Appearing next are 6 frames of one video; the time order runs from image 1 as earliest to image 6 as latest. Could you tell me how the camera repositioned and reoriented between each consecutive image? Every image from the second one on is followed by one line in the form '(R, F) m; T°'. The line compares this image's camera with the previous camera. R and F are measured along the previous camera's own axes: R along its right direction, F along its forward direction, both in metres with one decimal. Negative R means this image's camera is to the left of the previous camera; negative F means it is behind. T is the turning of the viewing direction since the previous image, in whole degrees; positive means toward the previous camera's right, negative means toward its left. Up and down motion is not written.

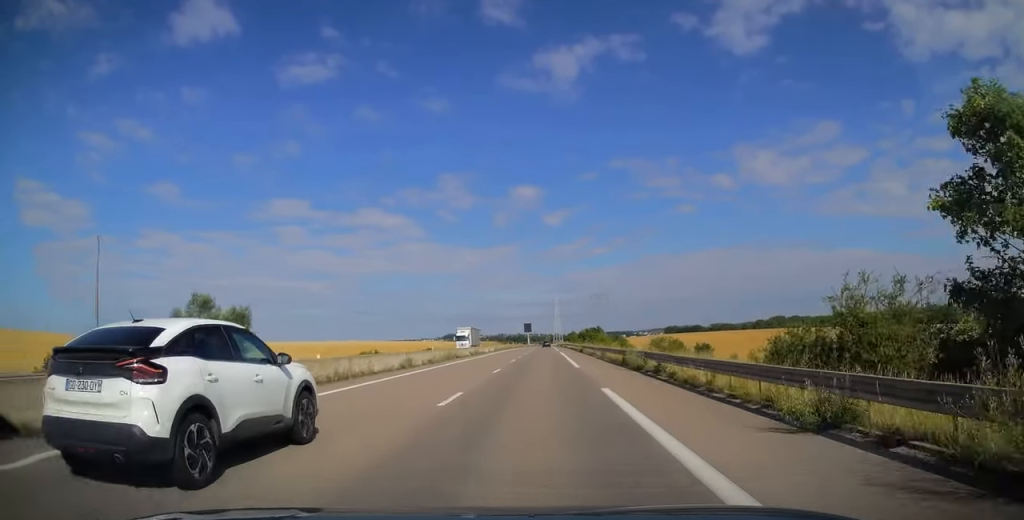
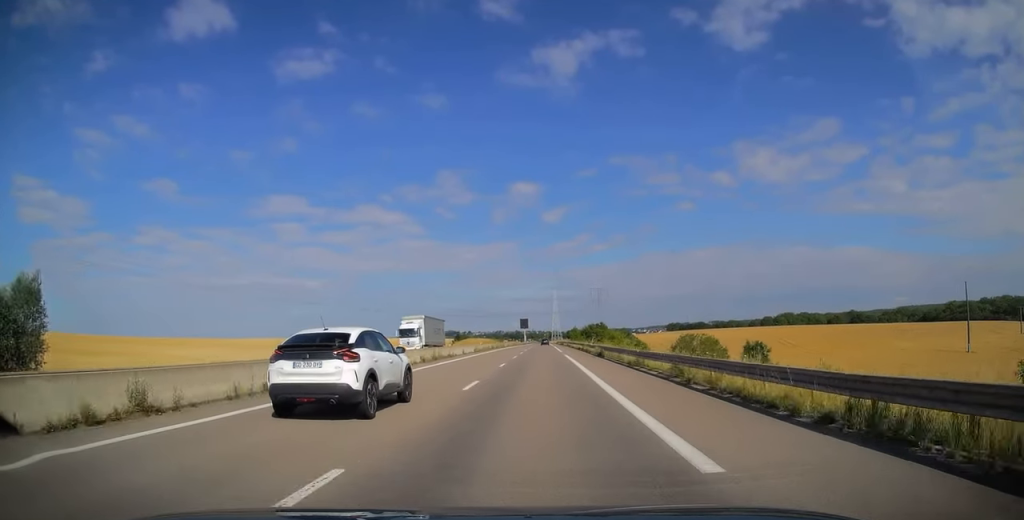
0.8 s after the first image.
(0.0, +22.2) m; 0°
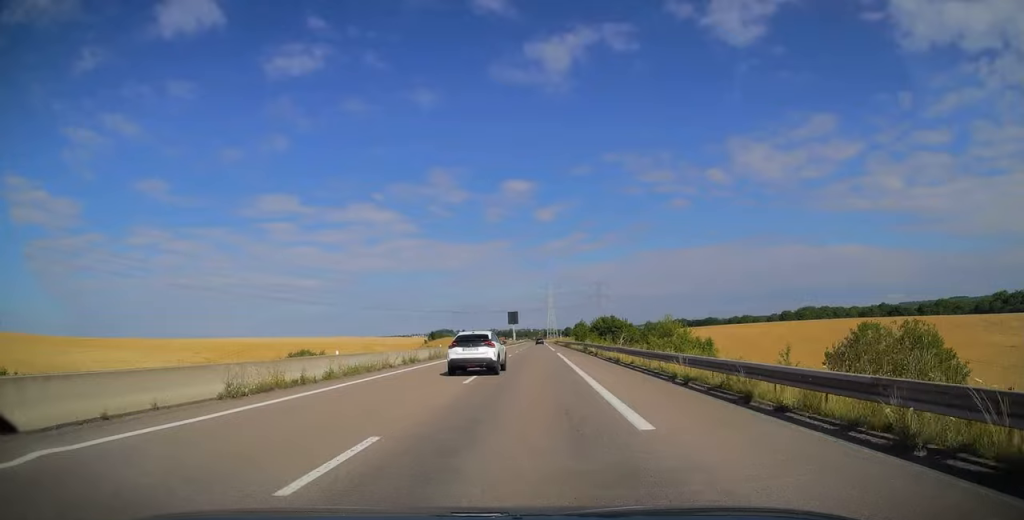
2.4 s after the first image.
(+0.6, +48.9) m; +1°
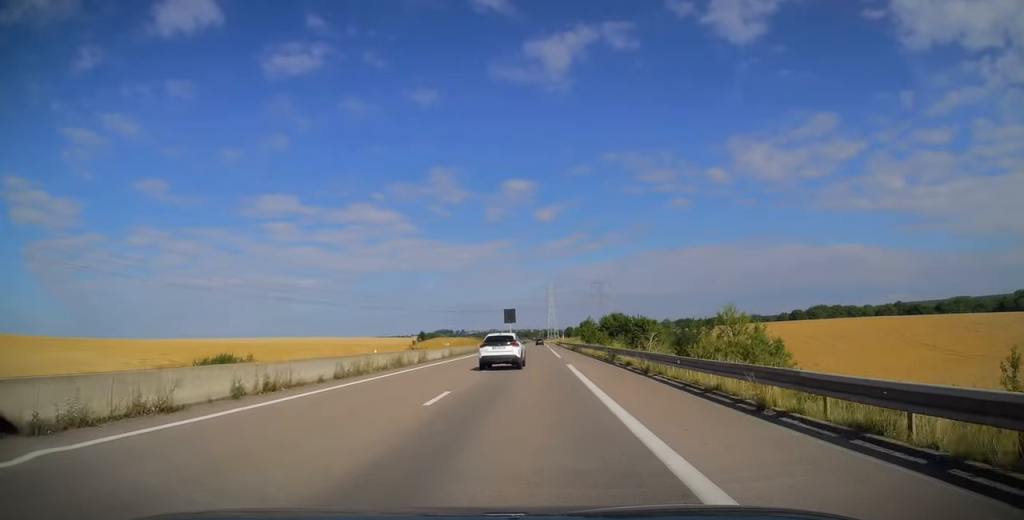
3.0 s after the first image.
(+0.1, +18.2) m; 0°
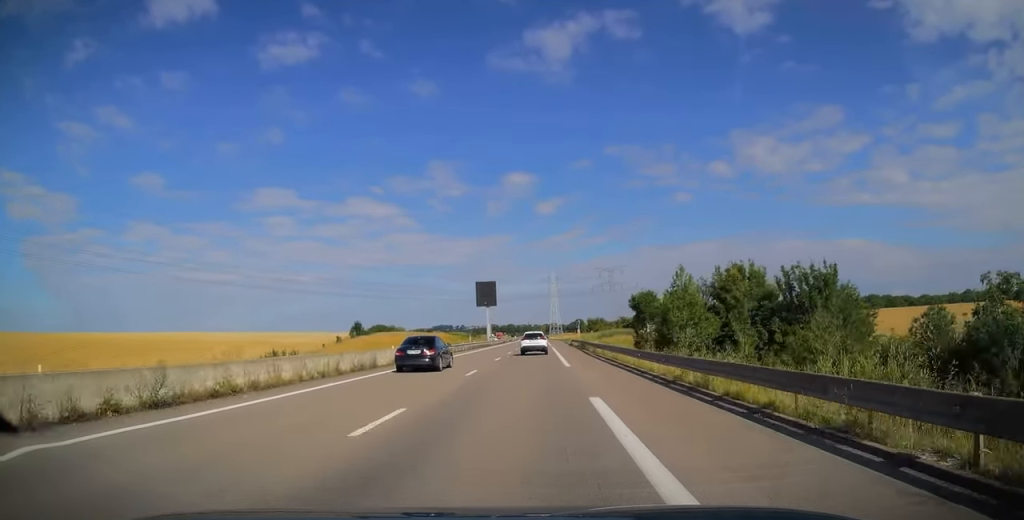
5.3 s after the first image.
(-0.2, +67.5) m; 0°
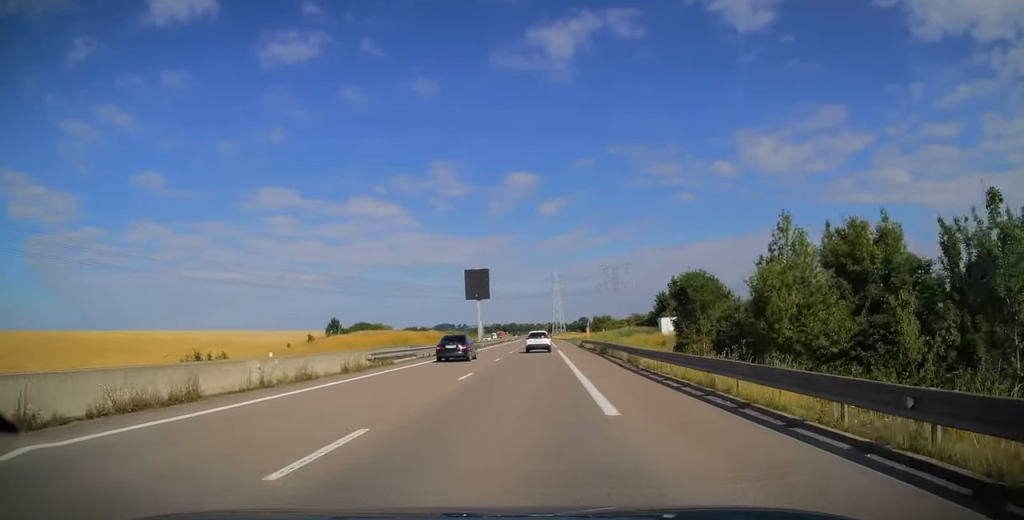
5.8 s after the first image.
(-0.2, +15.2) m; 0°
